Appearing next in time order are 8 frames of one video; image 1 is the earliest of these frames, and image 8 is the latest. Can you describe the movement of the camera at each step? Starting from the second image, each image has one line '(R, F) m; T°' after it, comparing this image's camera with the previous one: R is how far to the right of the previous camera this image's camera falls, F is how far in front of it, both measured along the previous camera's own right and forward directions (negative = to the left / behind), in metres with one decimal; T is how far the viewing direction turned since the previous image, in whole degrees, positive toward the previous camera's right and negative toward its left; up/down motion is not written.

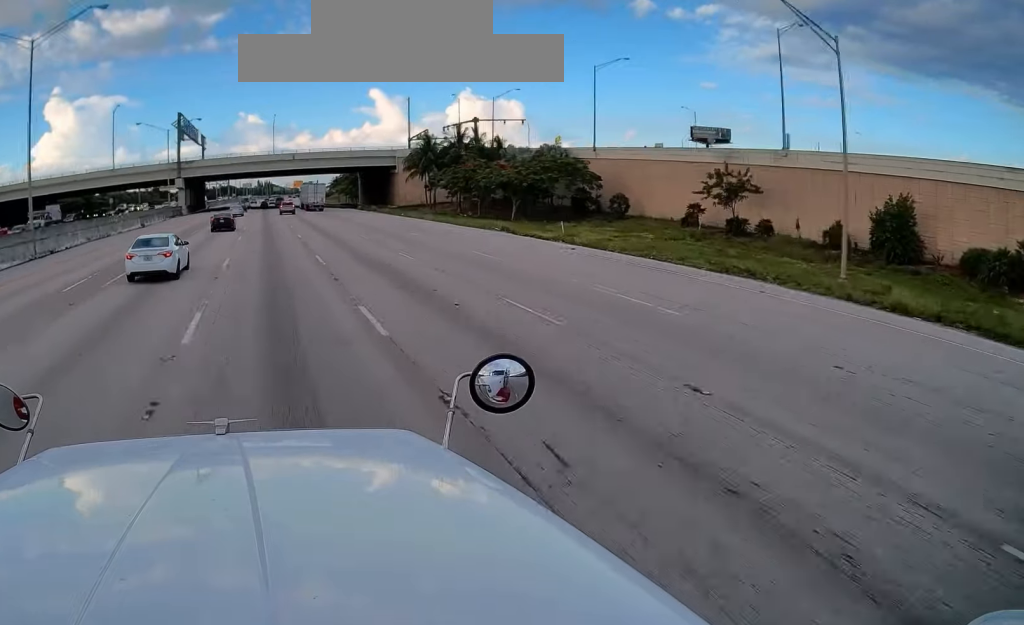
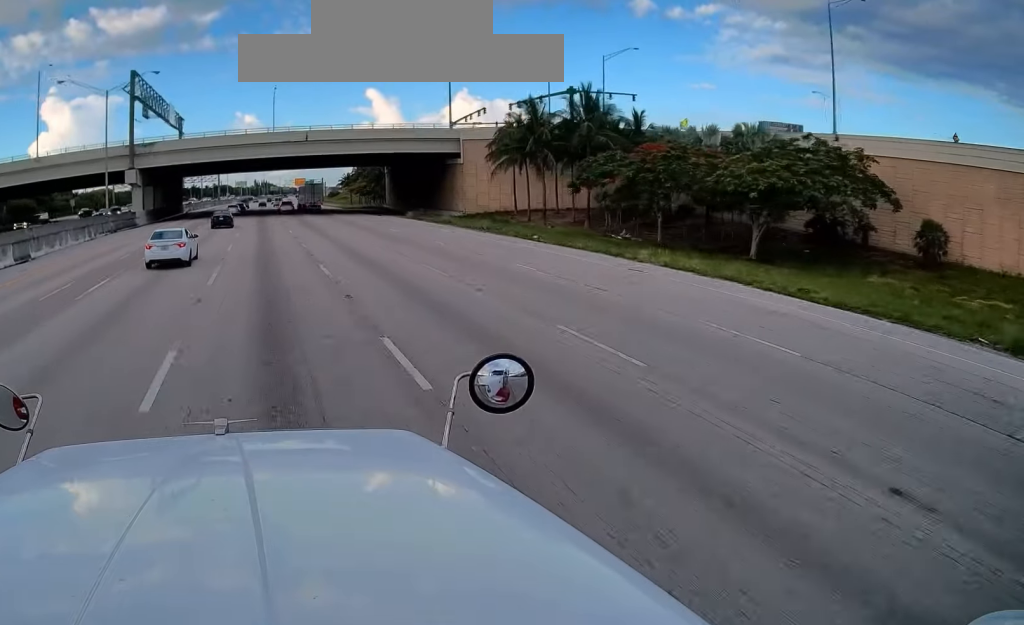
(+0.1, +41.8) m; 0°
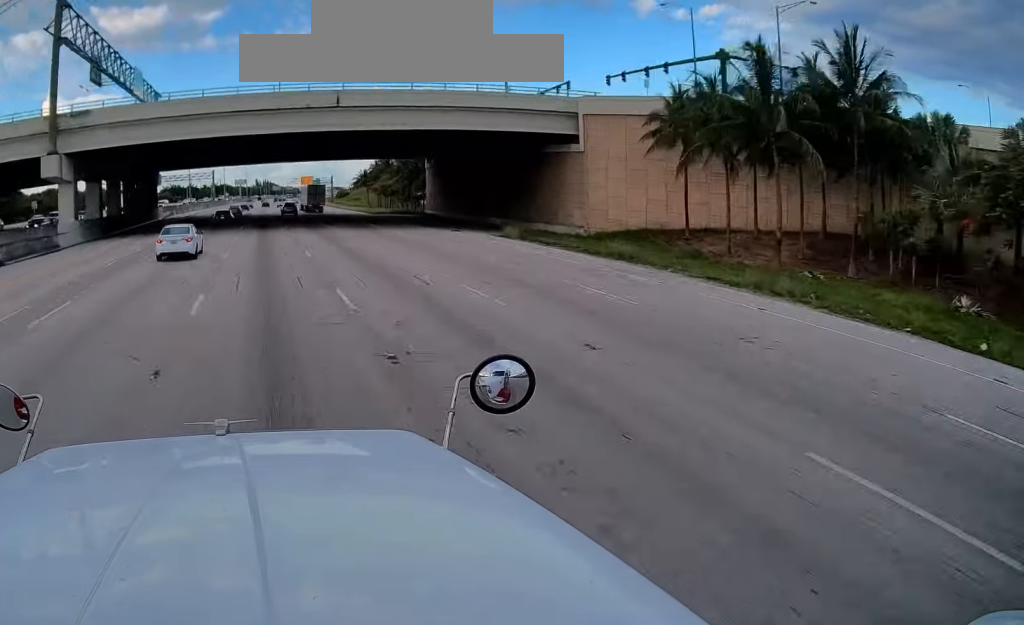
(+0.1, +32.2) m; 0°
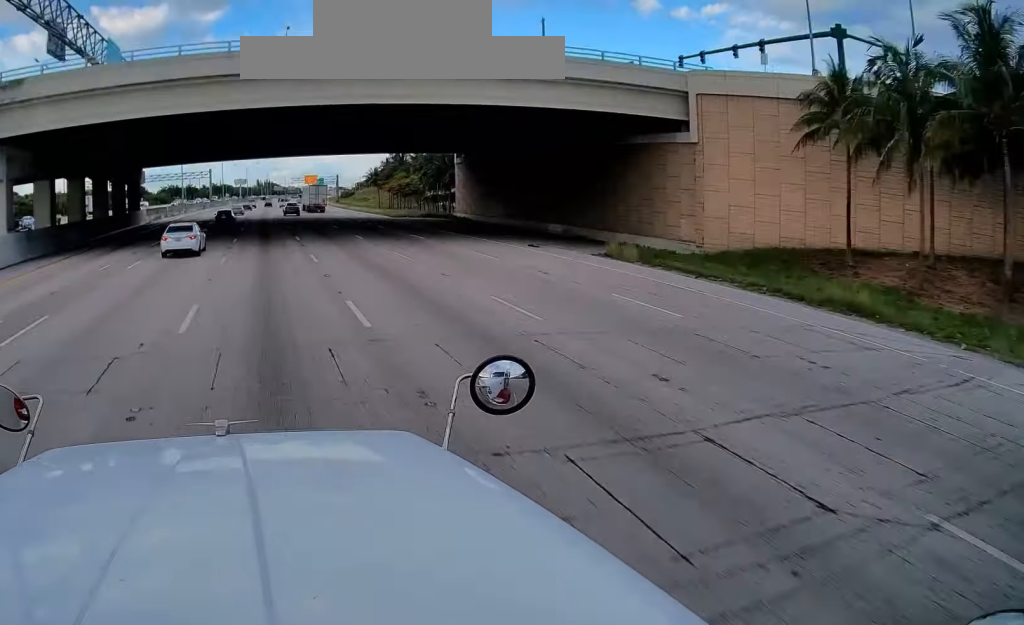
(+0.1, +16.4) m; 0°
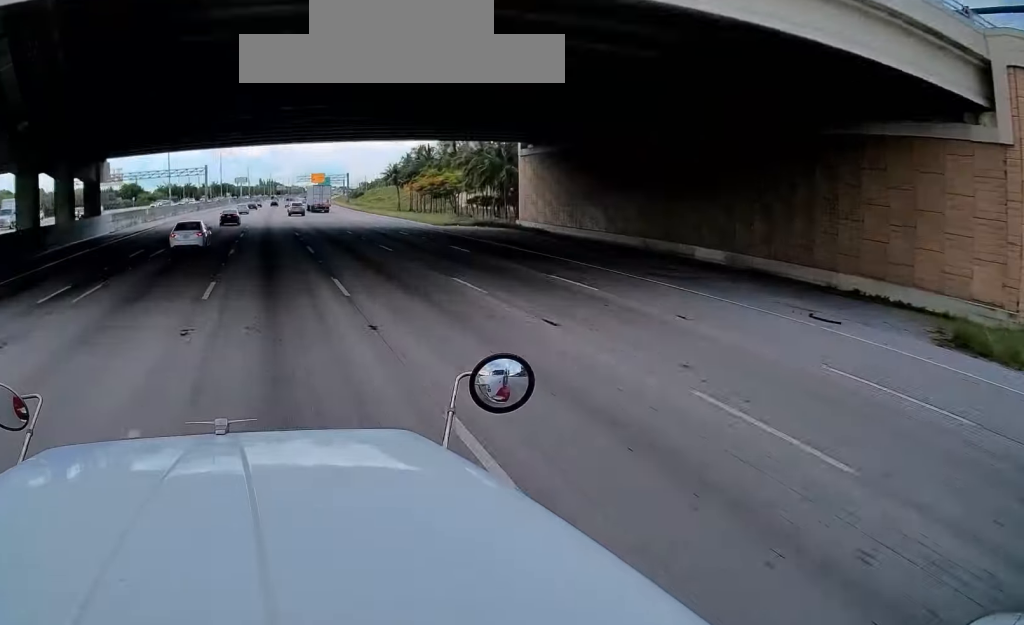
(-0.1, +22.9) m; 0°
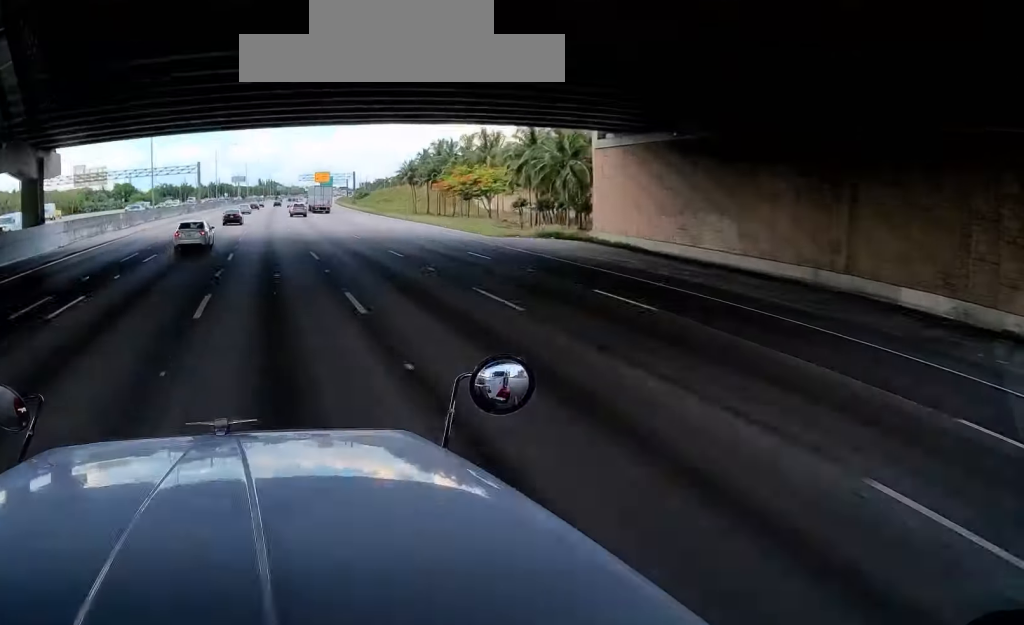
(0.0, +15.3) m; 0°
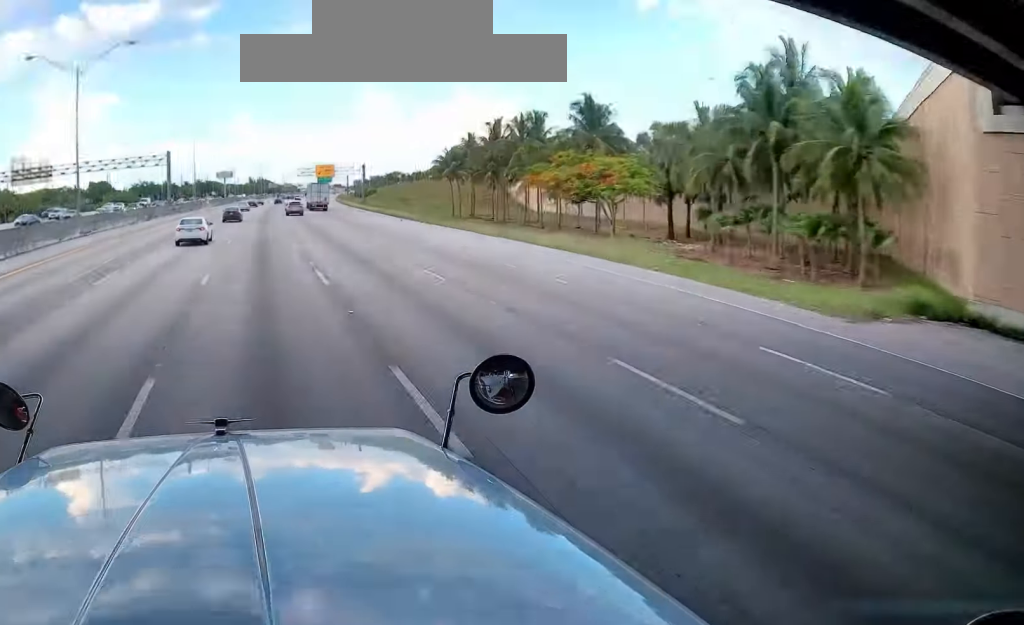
(+0.1, +35.9) m; +1°
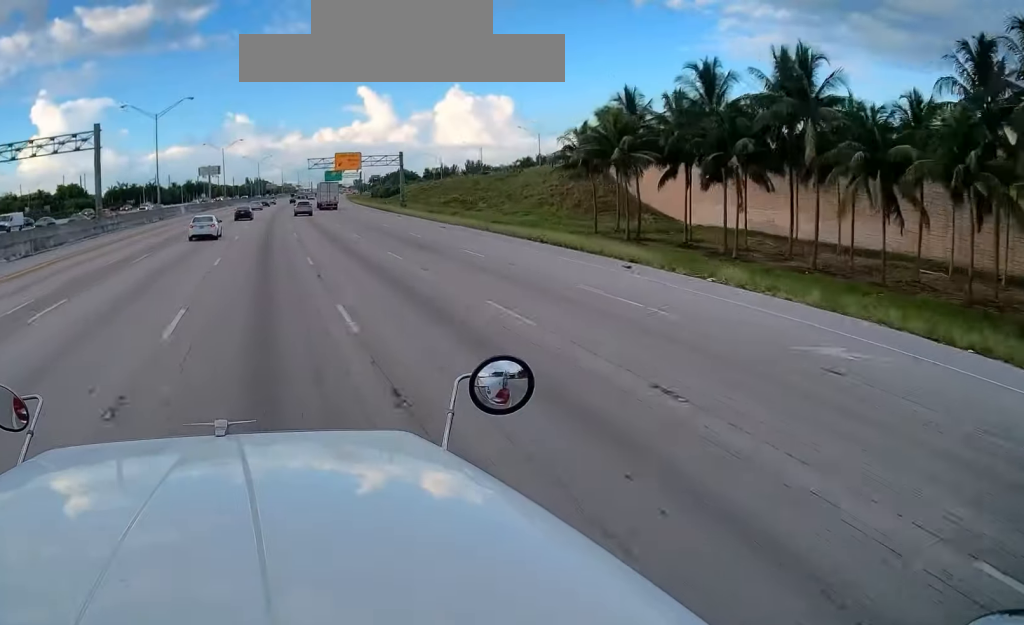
(+0.6, +43.9) m; +1°
